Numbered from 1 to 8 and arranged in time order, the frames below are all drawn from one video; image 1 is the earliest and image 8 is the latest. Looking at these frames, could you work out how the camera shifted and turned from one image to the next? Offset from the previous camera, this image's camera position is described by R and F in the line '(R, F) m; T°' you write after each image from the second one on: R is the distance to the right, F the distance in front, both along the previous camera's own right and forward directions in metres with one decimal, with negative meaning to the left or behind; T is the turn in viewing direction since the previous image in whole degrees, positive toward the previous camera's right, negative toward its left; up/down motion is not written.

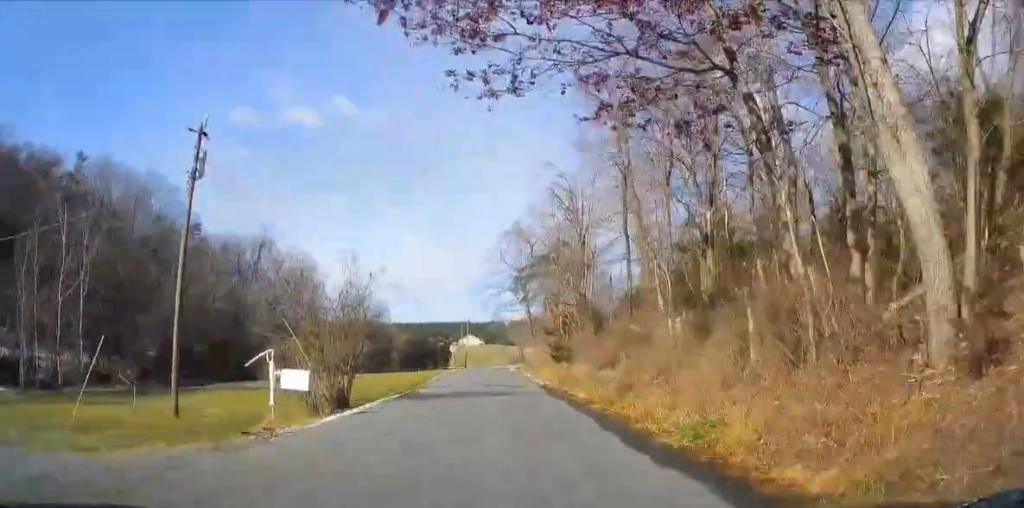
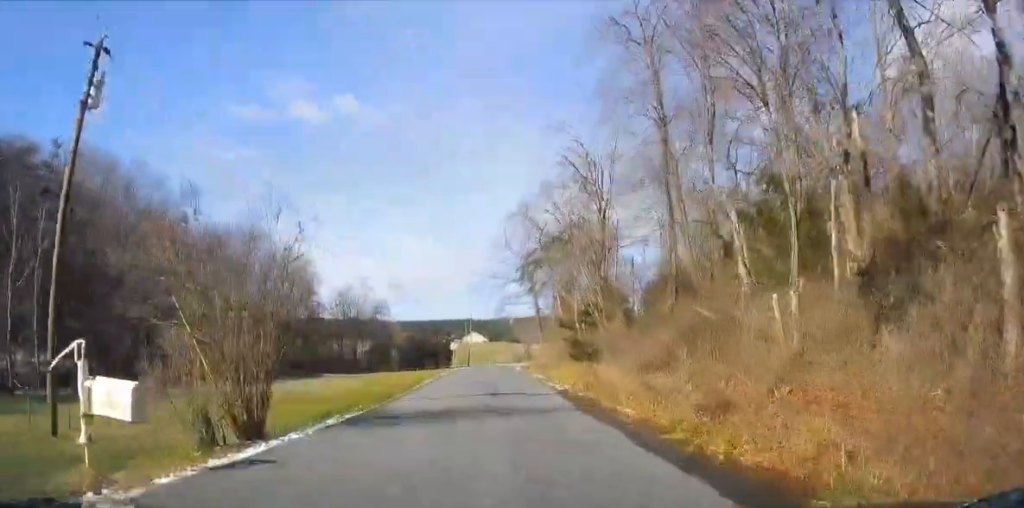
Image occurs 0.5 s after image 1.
(-0.3, +6.6) m; 0°
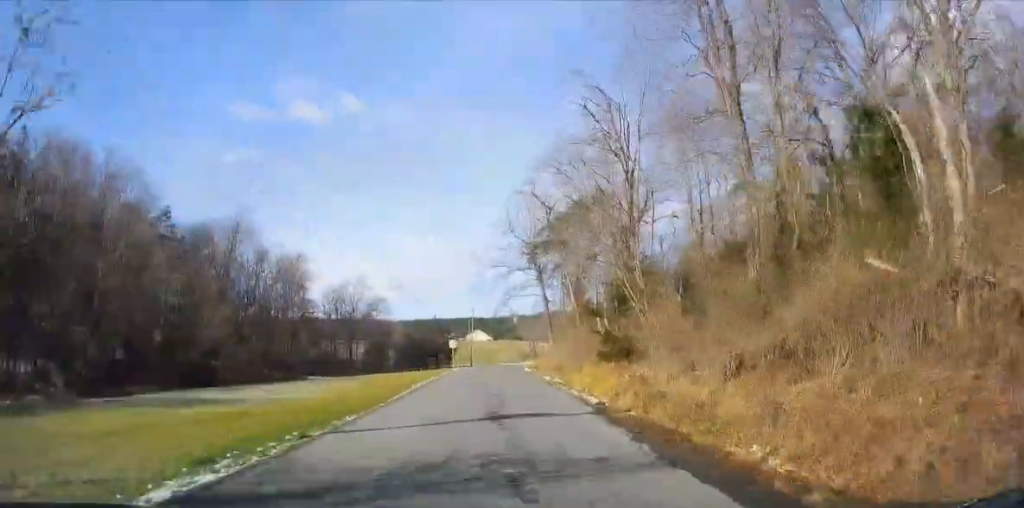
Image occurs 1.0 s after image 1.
(0.0, +7.0) m; 0°
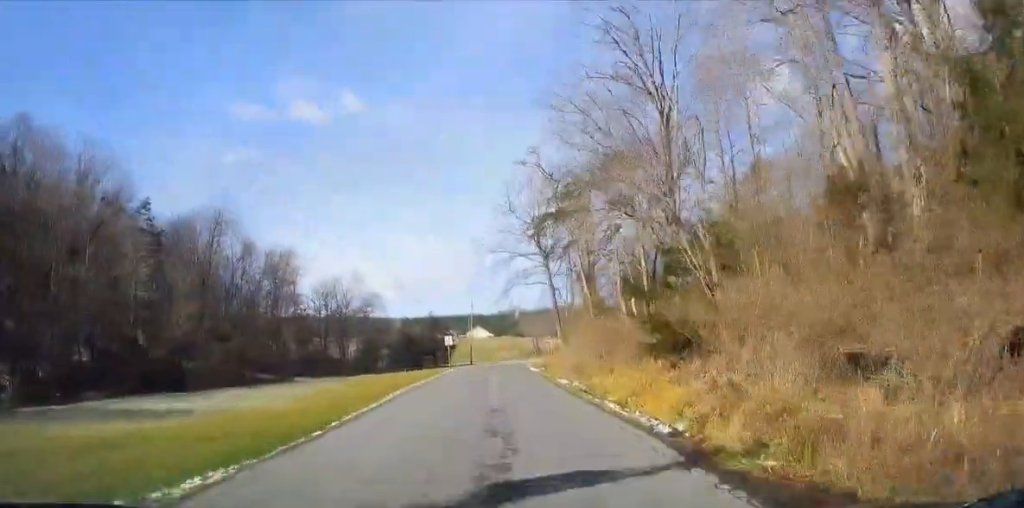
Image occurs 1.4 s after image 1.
(+0.2, +6.5) m; 0°
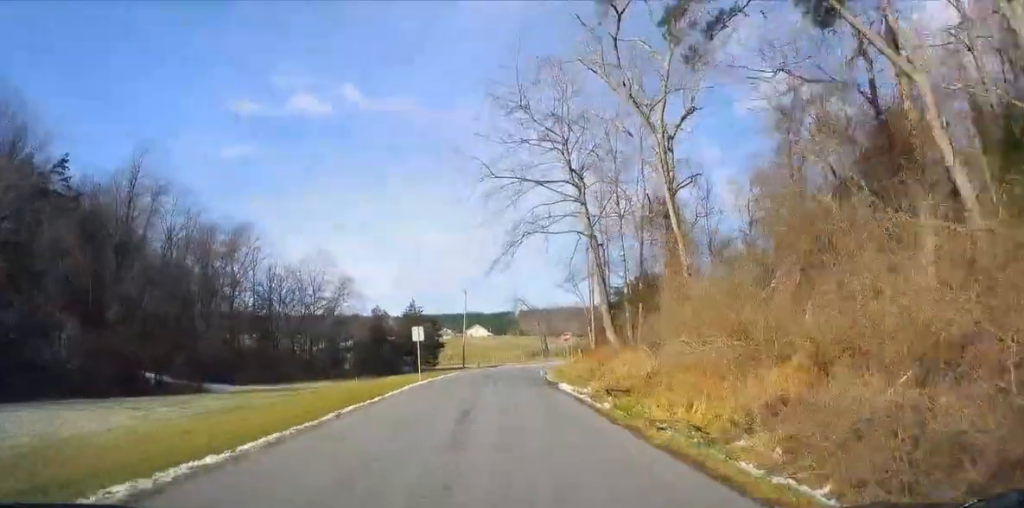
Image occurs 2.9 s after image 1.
(-0.3, +20.2) m; -1°
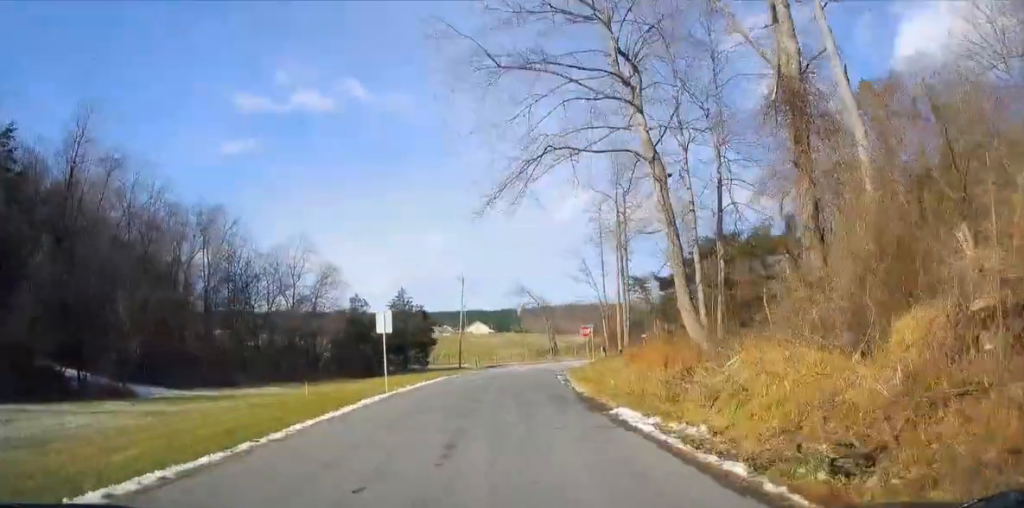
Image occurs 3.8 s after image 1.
(+0.2, +10.6) m; -1°
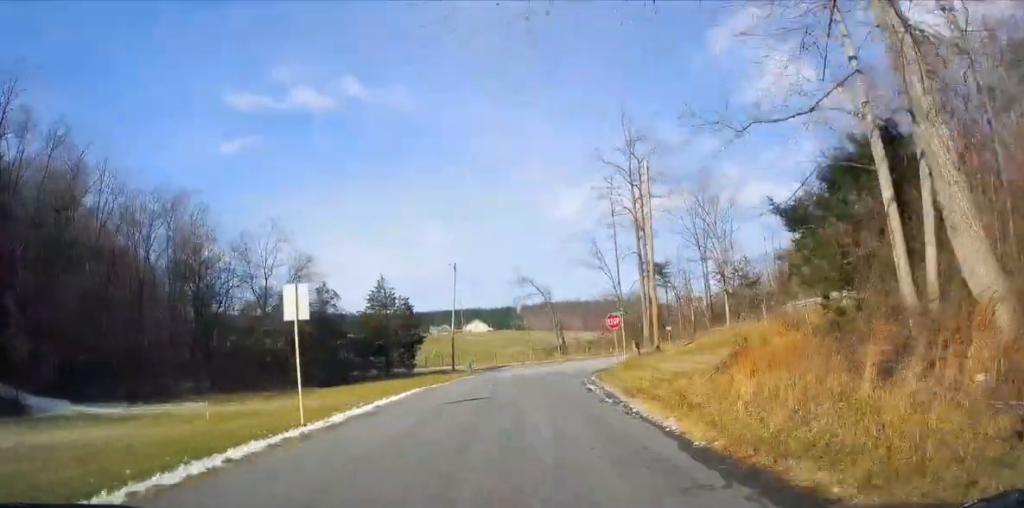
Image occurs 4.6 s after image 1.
(-0.6, +10.3) m; 0°
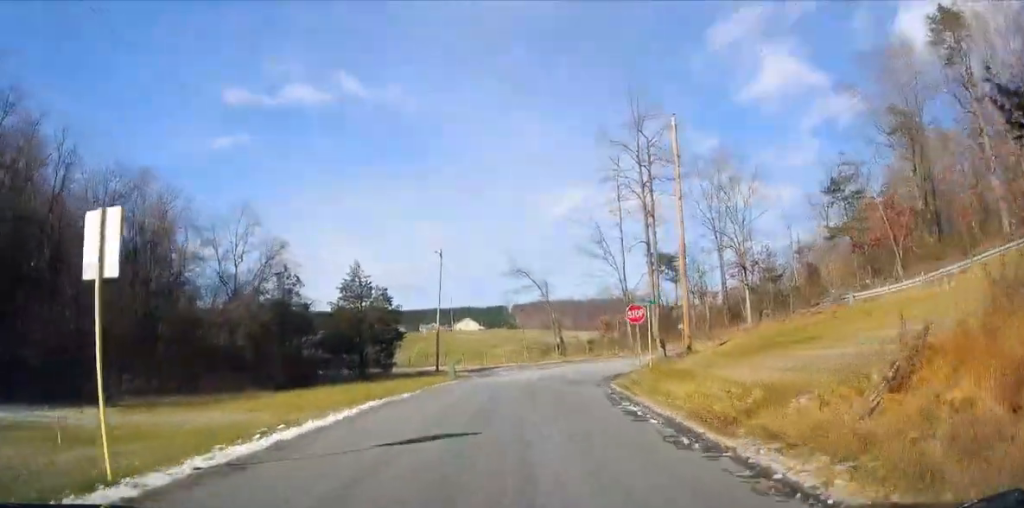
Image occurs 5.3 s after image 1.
(+0.4, +6.8) m; +5°
